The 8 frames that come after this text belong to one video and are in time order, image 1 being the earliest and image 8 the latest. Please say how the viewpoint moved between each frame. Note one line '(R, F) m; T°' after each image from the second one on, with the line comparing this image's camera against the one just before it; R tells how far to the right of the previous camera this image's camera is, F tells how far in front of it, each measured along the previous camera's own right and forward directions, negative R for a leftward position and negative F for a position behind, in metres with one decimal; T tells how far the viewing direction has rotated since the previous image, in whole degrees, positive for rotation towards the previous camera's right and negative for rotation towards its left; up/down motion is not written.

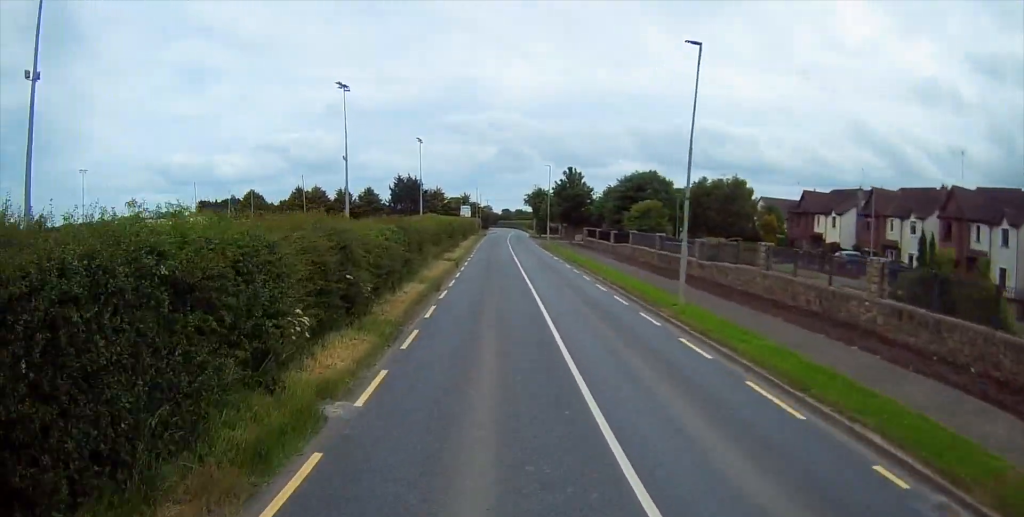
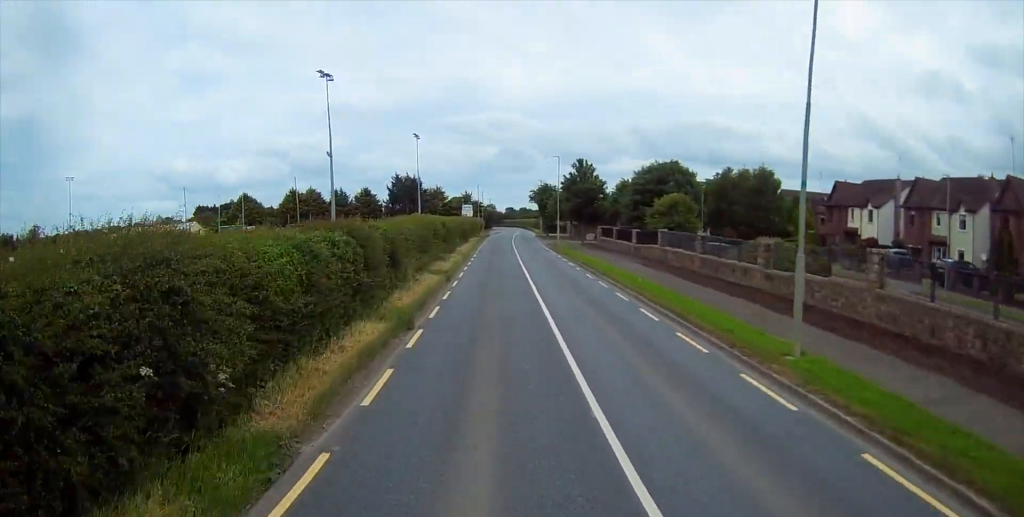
(0.0, +7.8) m; 0°
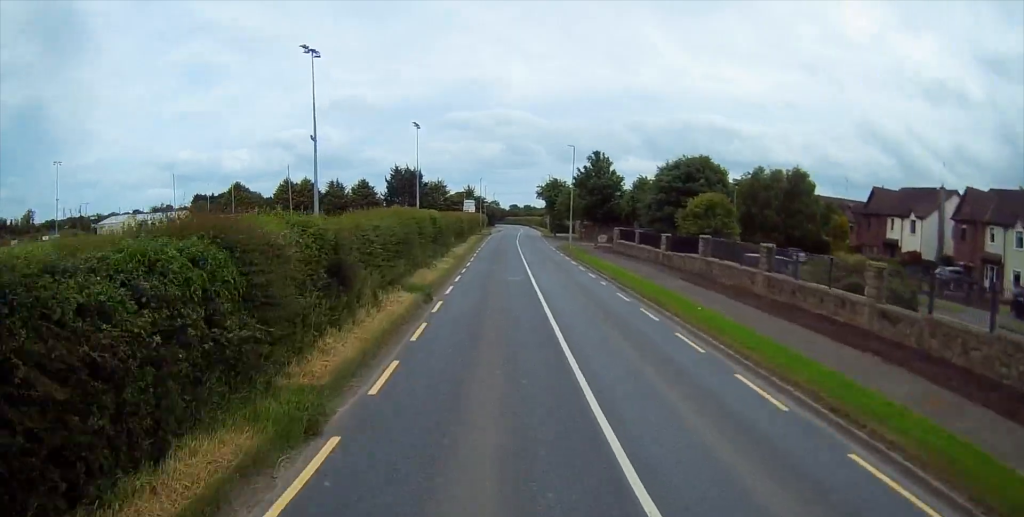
(-0.1, +7.8) m; 0°
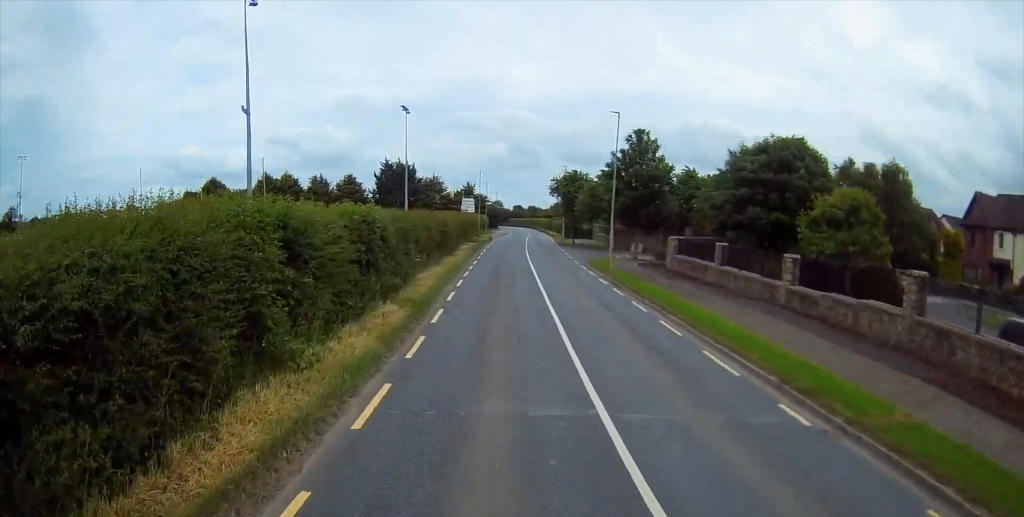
(+0.1, +17.7) m; 0°
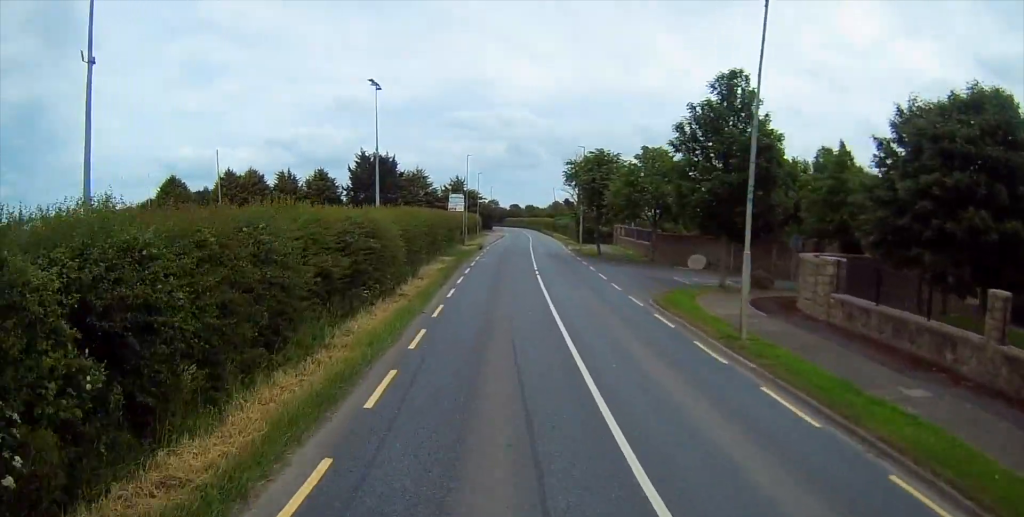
(-0.3, +19.2) m; -1°
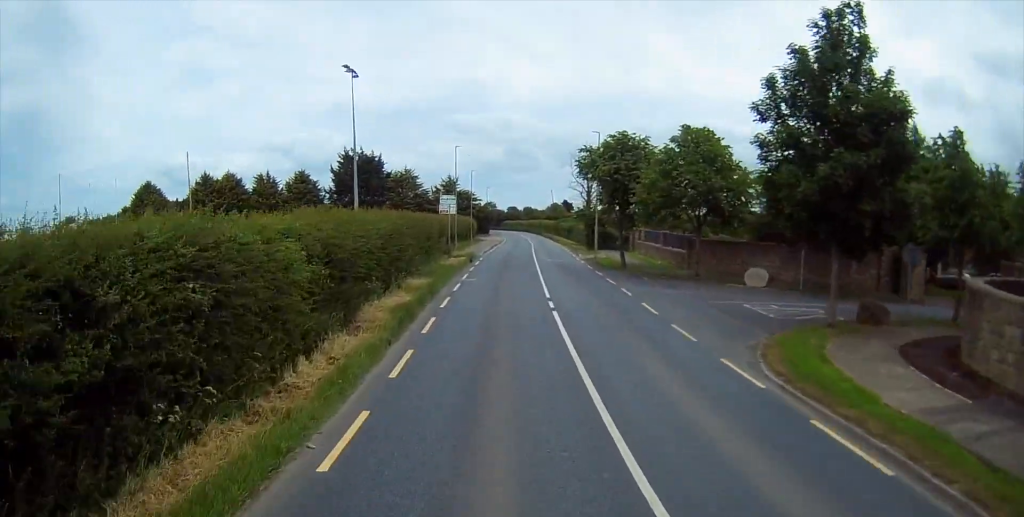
(-0.3, +10.0) m; +1°
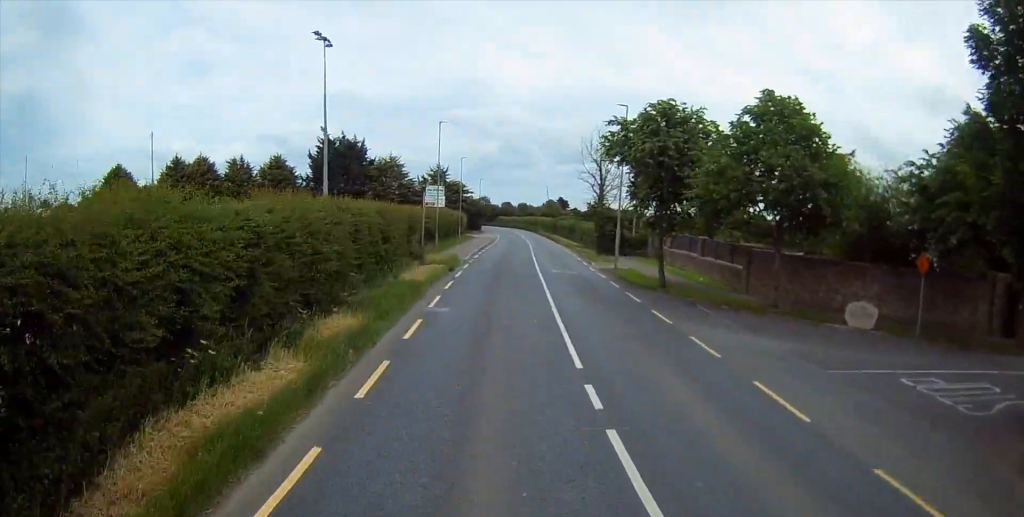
(+0.4, +9.9) m; +1°
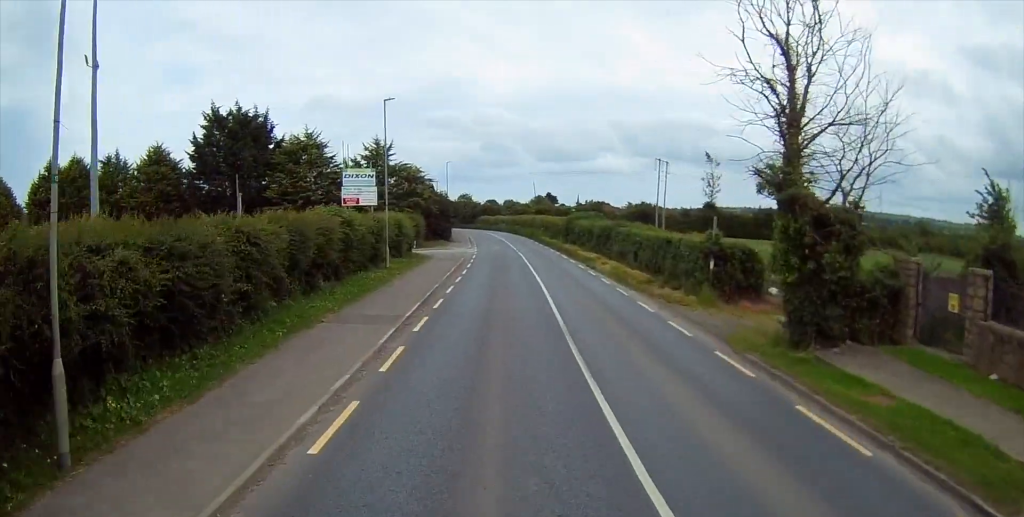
(0.0, +33.9) m; 0°
